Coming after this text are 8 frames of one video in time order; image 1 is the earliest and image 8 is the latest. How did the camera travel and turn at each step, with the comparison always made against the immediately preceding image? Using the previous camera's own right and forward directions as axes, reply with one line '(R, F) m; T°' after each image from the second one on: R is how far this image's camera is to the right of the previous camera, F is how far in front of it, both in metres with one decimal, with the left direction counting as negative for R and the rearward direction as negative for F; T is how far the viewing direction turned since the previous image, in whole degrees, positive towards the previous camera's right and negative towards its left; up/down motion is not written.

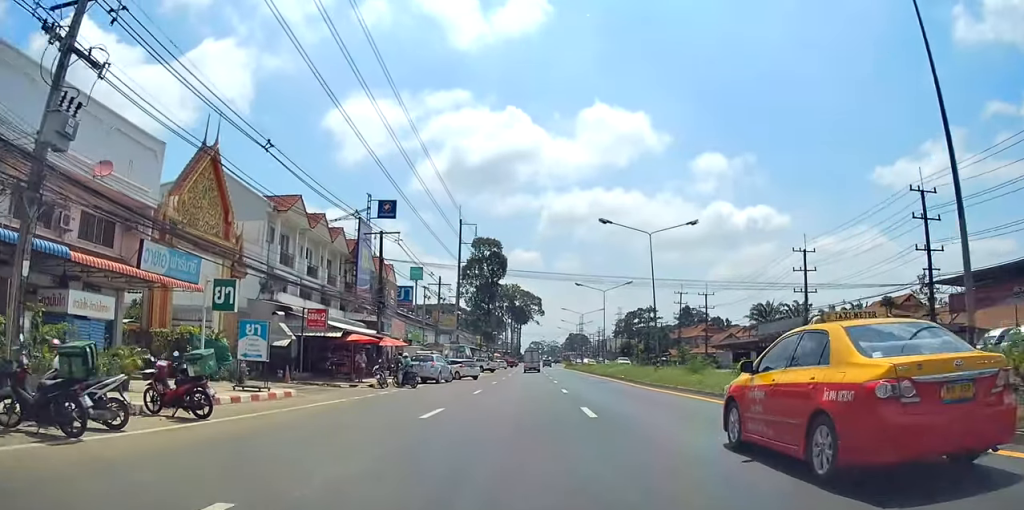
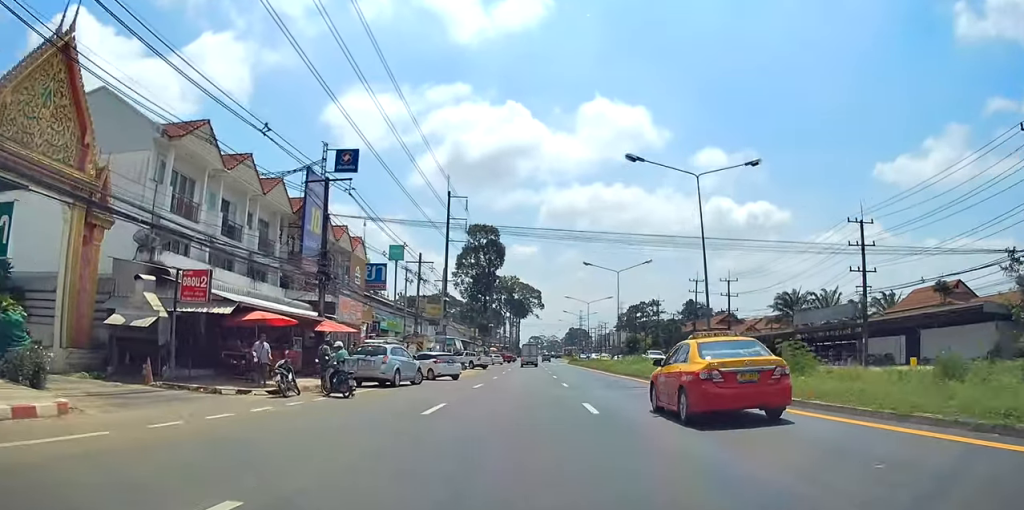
(-0.1, +11.7) m; -1°
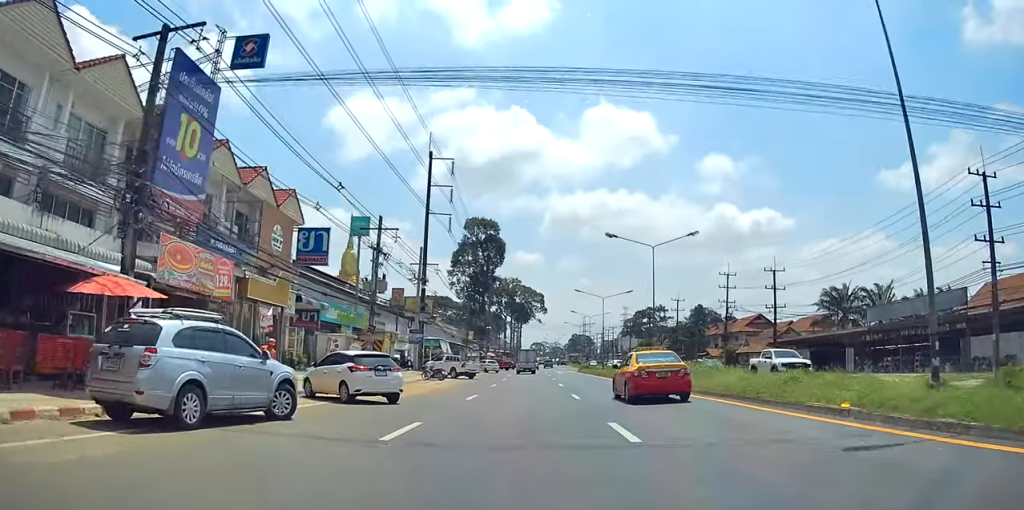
(-0.2, +15.6) m; -1°
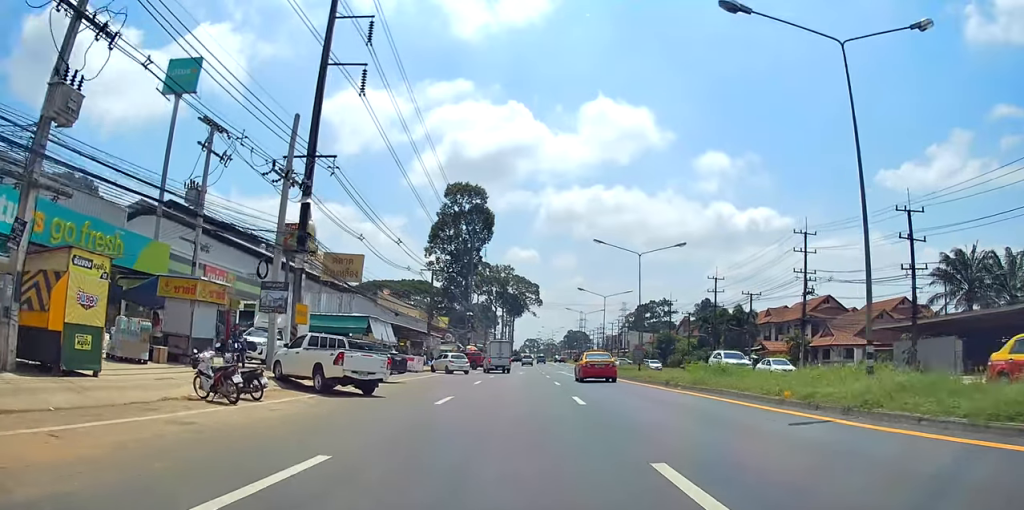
(0.0, +28.1) m; +1°
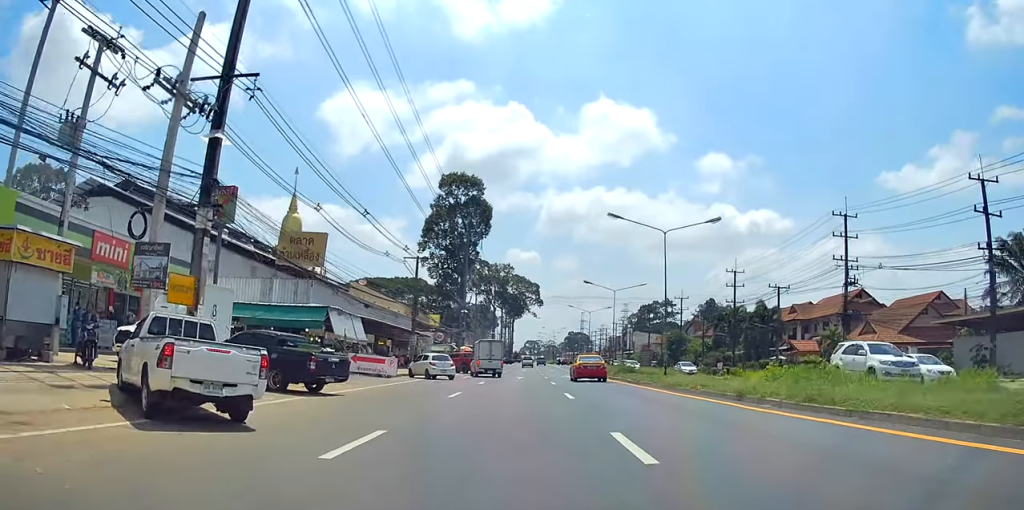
(0.0, +8.5) m; +1°
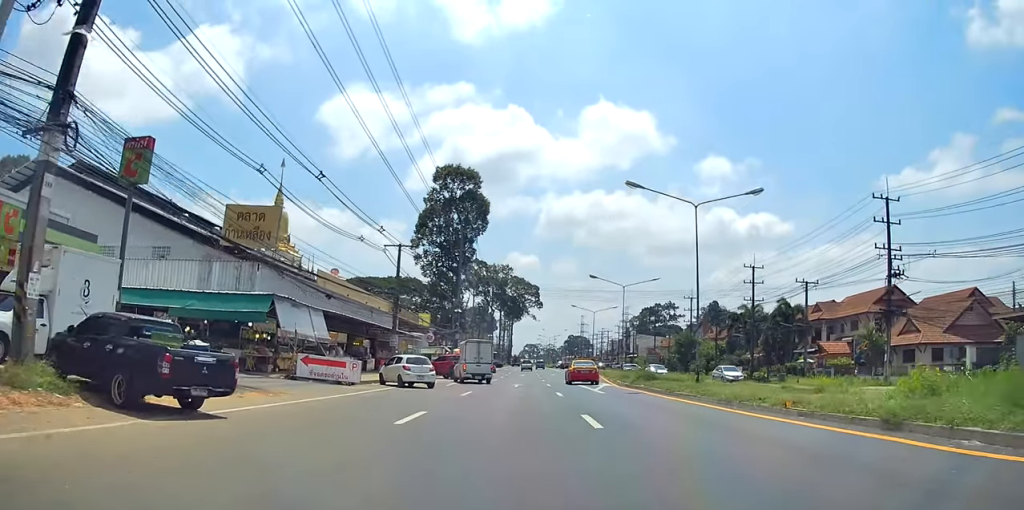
(0.0, +7.6) m; +1°
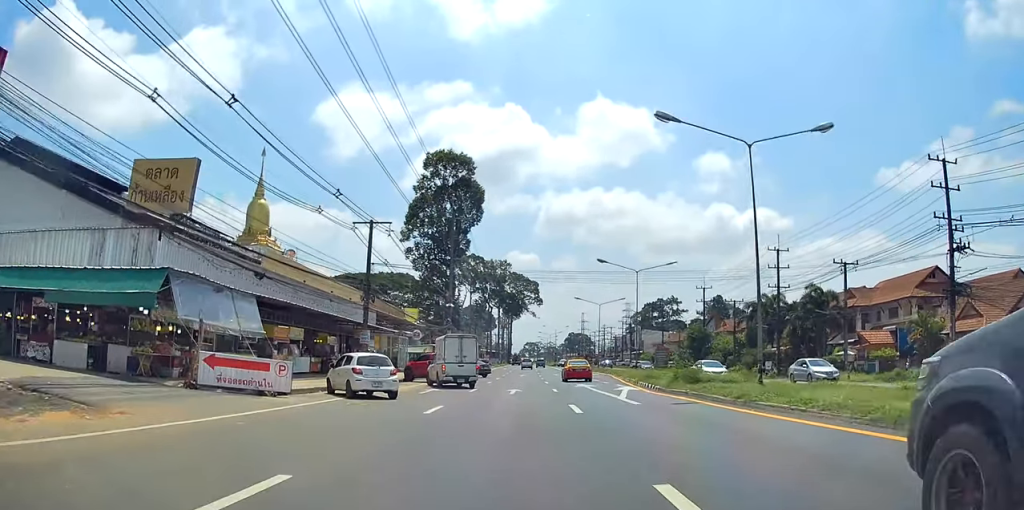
(+0.1, +8.4) m; +1°
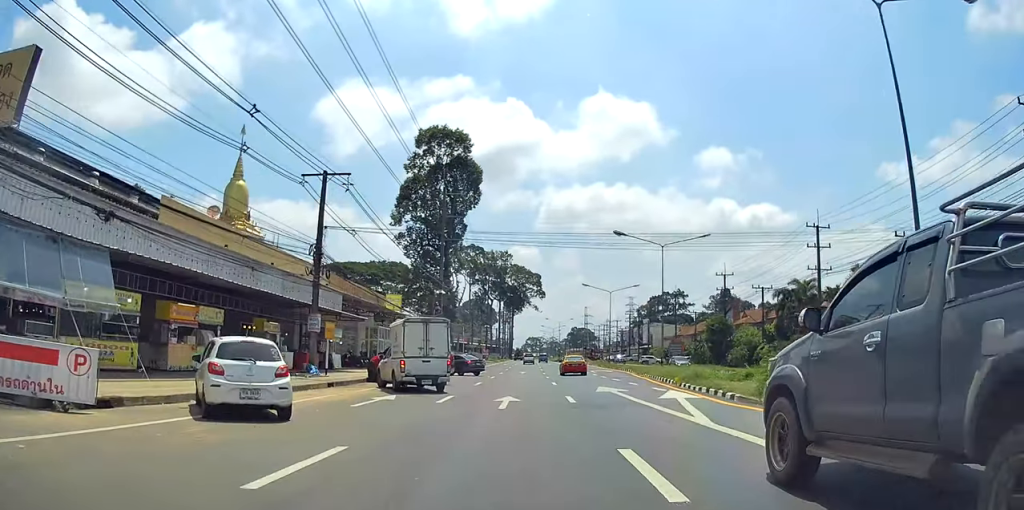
(+0.1, +9.8) m; +1°
